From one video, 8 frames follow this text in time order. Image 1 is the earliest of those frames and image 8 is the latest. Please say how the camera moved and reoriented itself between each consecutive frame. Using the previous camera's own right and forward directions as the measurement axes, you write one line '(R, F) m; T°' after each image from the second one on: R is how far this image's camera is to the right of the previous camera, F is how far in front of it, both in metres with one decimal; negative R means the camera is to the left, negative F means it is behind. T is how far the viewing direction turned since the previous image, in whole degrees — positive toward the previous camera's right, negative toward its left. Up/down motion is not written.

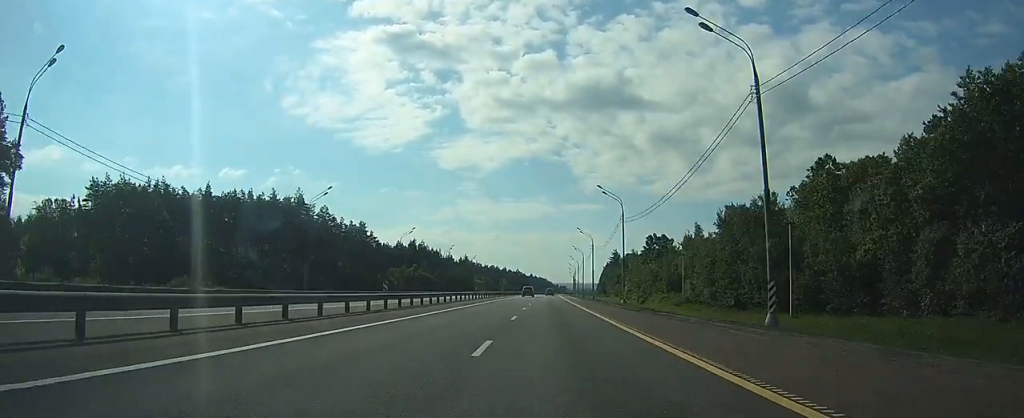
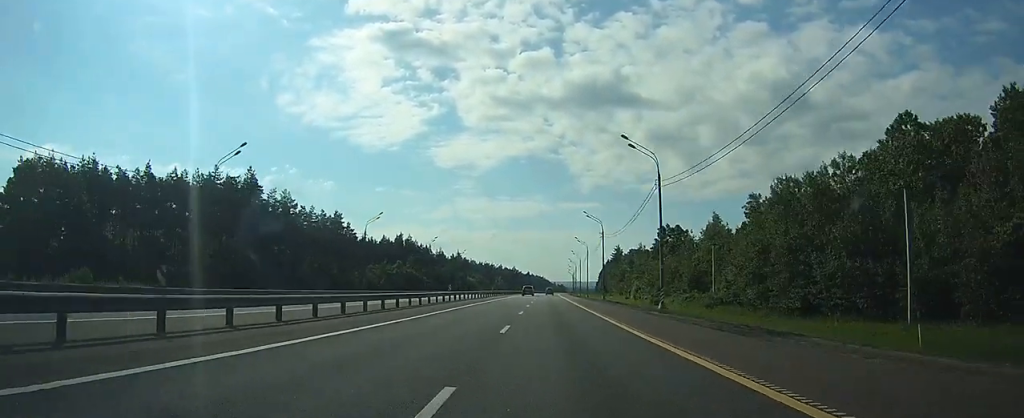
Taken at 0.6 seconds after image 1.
(0.0, +18.4) m; 0°
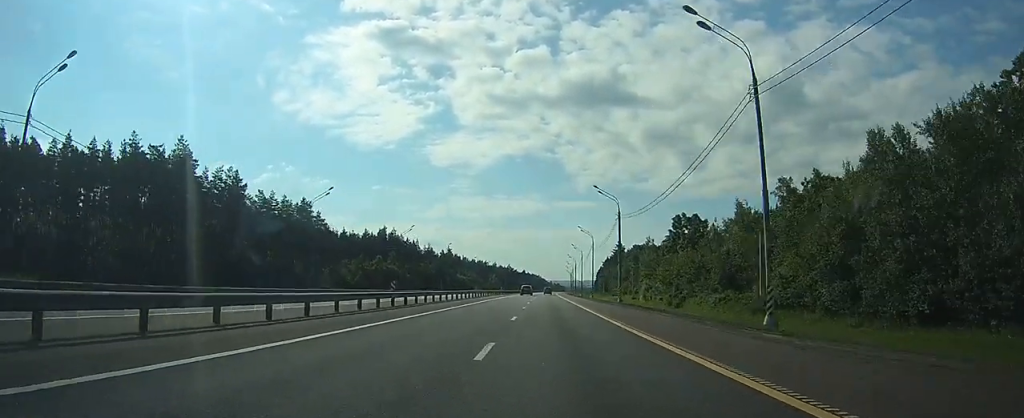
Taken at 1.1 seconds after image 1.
(+0.1, +18.4) m; 0°
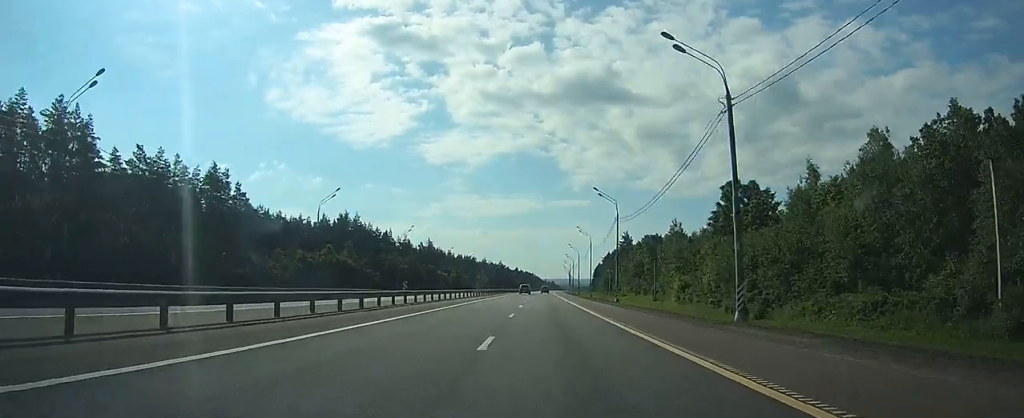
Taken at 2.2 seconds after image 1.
(+0.3, +34.7) m; +1°
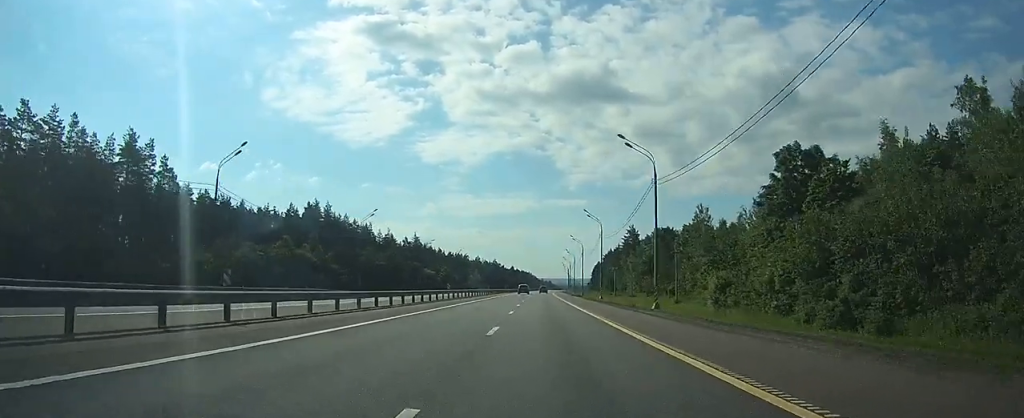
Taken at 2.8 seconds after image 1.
(0.0, +20.7) m; 0°
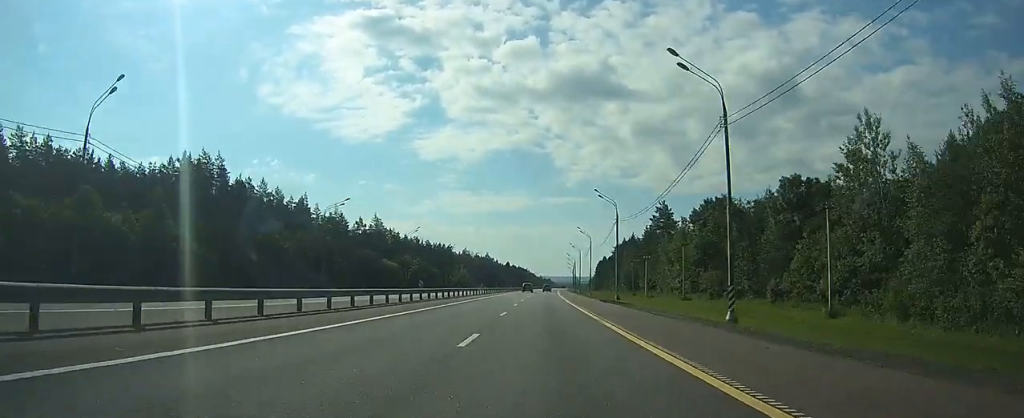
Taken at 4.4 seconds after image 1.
(+0.3, +51.4) m; 0°
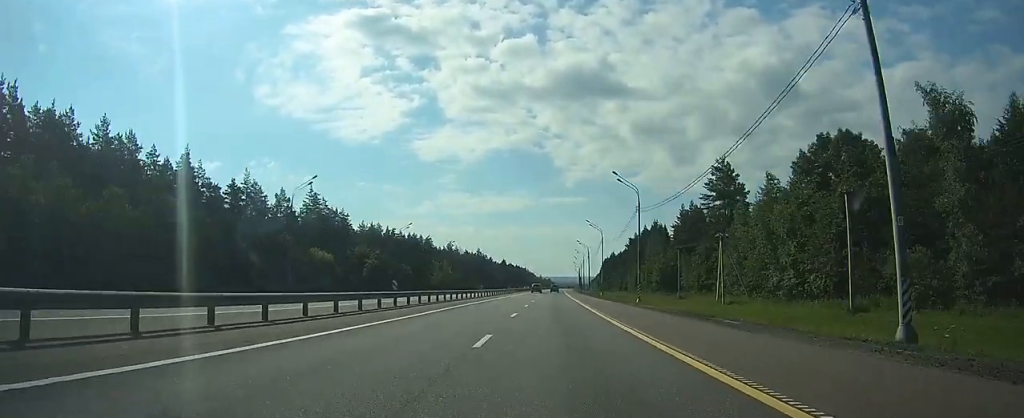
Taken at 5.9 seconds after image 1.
(+0.1, +48.3) m; 0°
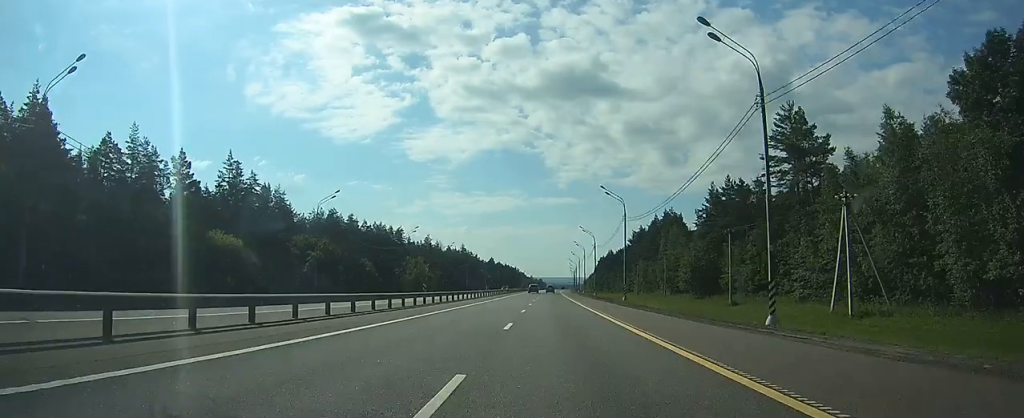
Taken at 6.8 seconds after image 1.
(+0.2, +30.8) m; 0°
